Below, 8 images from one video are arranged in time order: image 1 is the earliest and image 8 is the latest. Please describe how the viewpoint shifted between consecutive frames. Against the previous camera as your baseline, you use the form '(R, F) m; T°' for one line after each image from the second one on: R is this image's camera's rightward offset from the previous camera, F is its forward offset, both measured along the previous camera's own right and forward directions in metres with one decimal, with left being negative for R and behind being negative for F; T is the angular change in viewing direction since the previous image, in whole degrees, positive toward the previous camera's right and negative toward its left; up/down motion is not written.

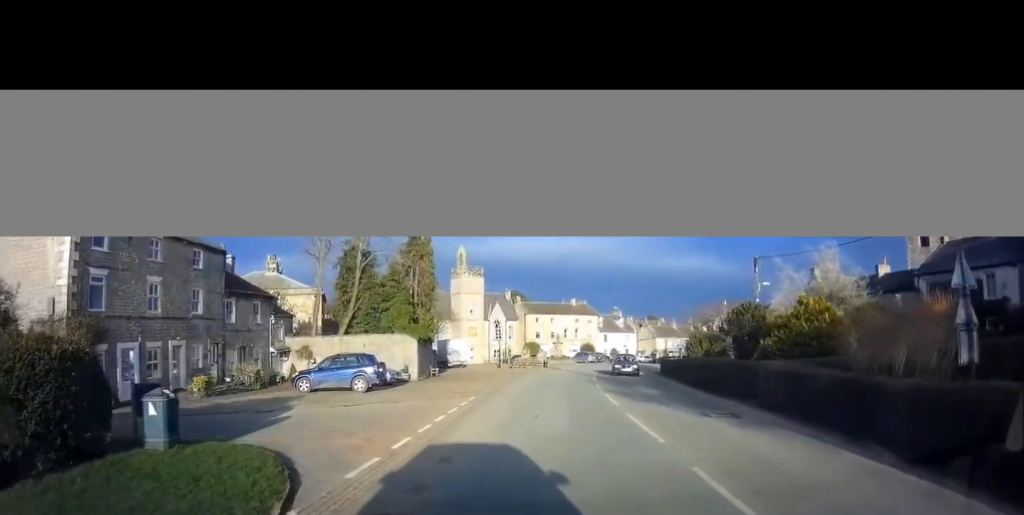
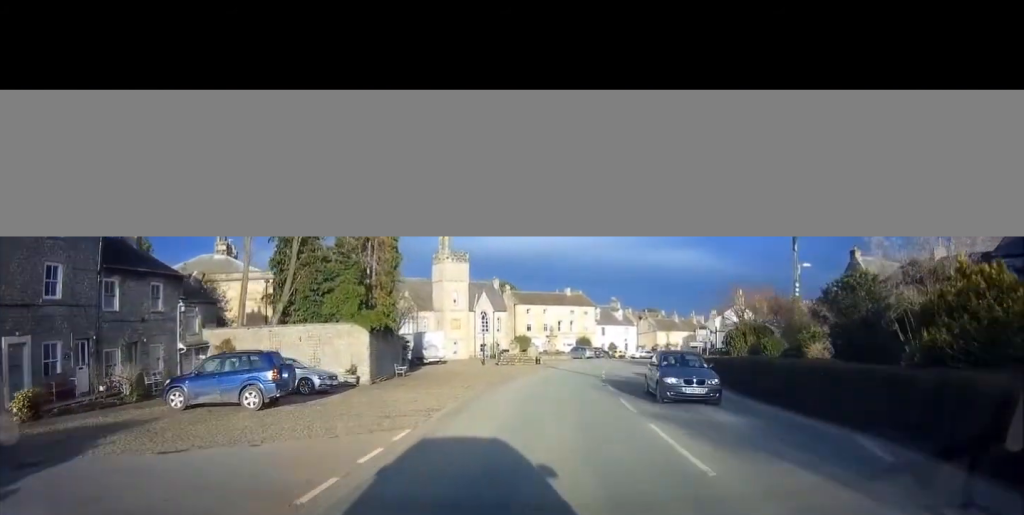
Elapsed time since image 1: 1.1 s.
(+0.1, +8.5) m; 0°
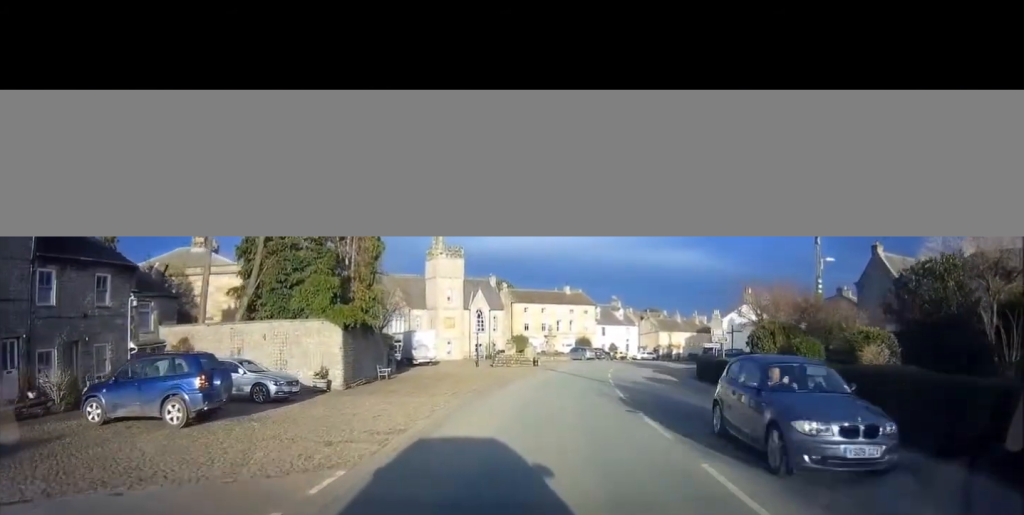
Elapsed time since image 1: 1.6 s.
(-0.1, +3.5) m; 0°
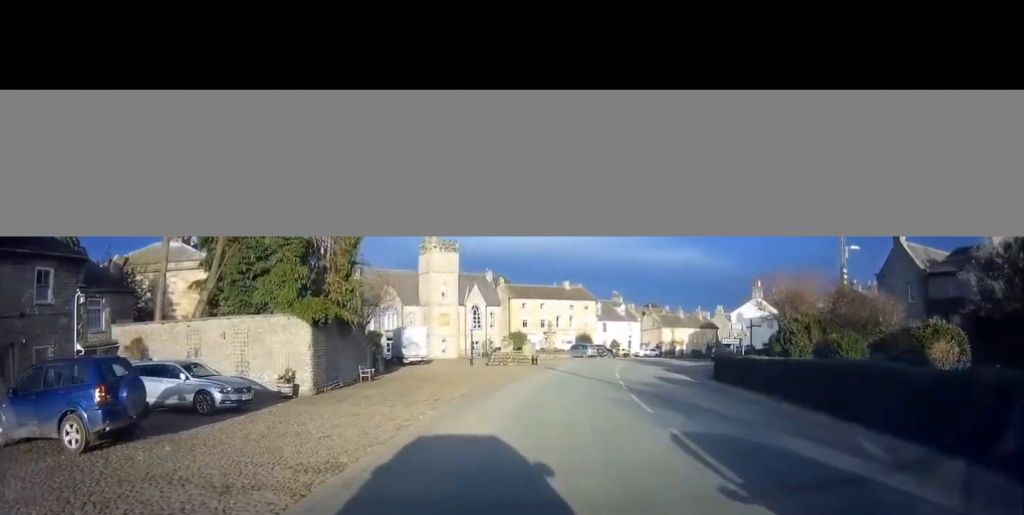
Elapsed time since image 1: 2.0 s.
(0.0, +3.2) m; +1°
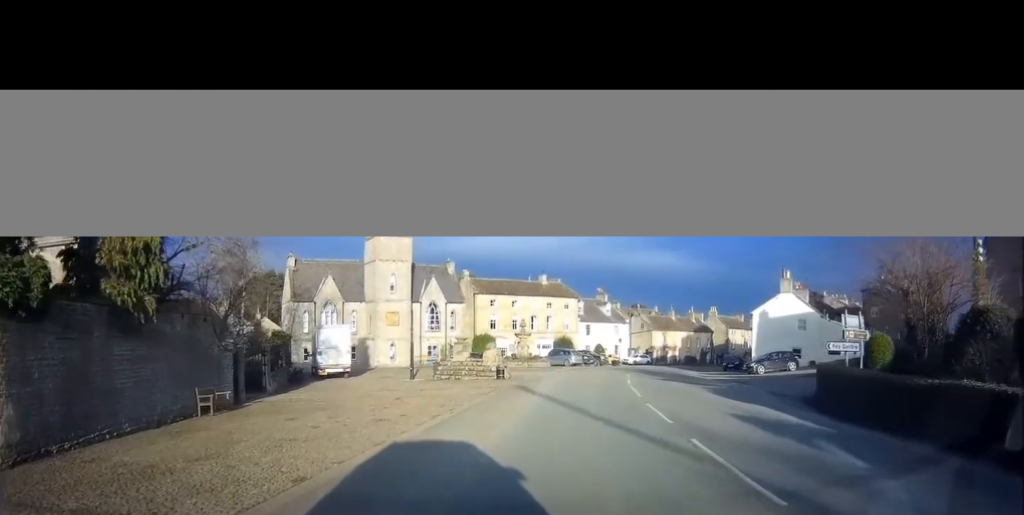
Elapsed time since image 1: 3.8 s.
(+0.3, +12.8) m; +3°
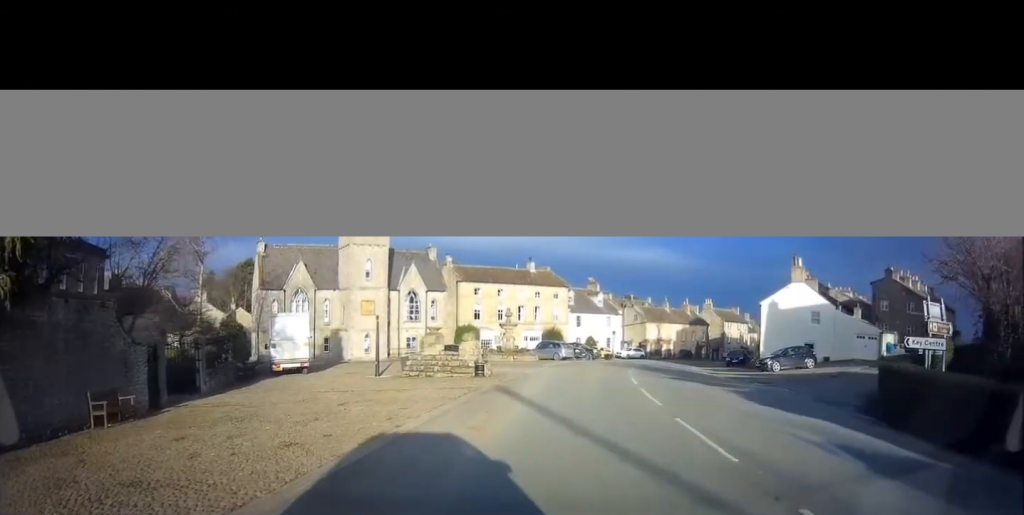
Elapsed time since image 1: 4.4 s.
(0.0, +4.2) m; +2°
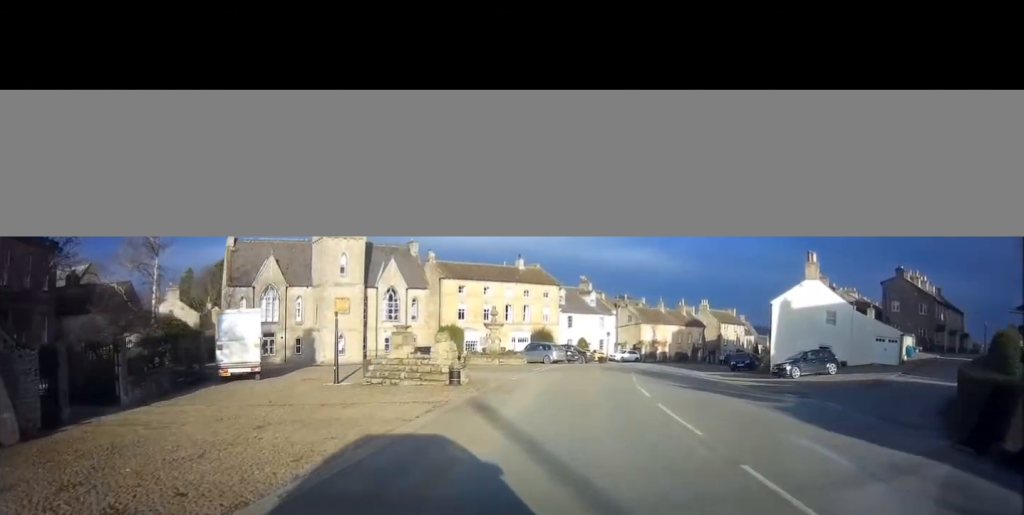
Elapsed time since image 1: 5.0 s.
(+0.1, +3.9) m; +2°
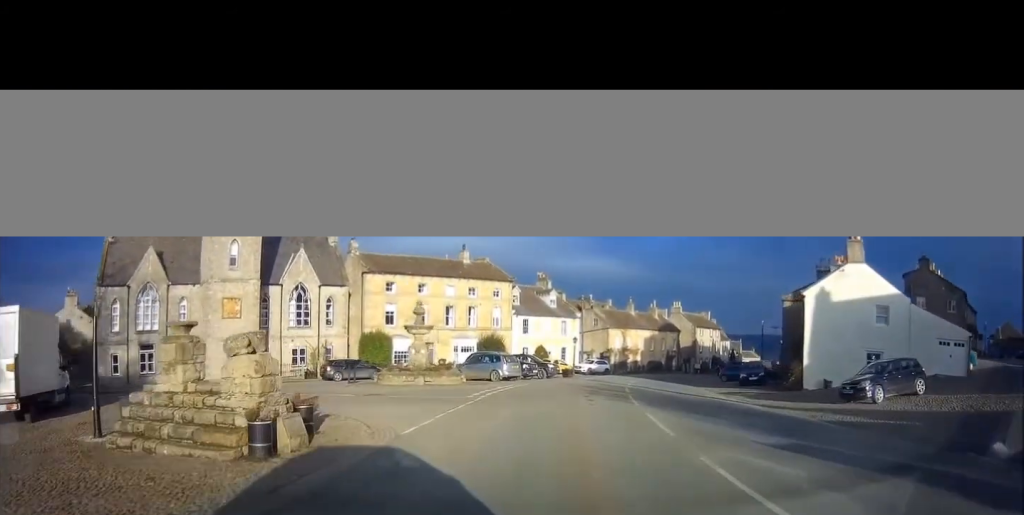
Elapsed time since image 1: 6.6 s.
(+0.3, +11.3) m; +4°
